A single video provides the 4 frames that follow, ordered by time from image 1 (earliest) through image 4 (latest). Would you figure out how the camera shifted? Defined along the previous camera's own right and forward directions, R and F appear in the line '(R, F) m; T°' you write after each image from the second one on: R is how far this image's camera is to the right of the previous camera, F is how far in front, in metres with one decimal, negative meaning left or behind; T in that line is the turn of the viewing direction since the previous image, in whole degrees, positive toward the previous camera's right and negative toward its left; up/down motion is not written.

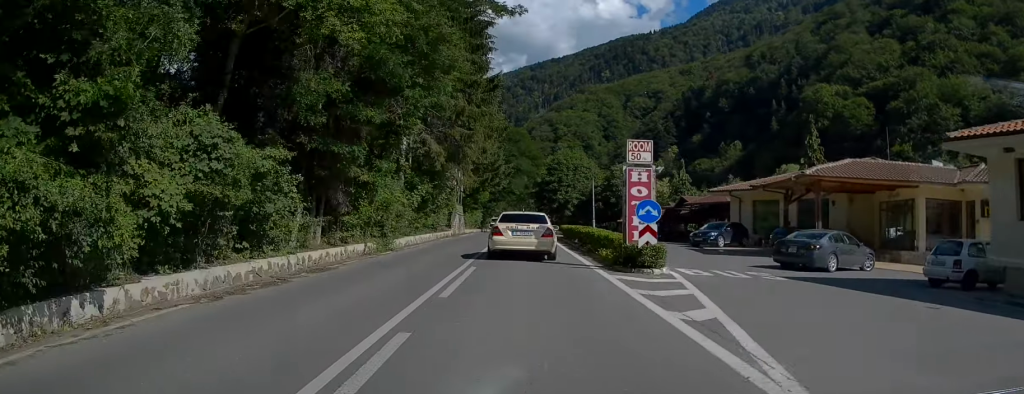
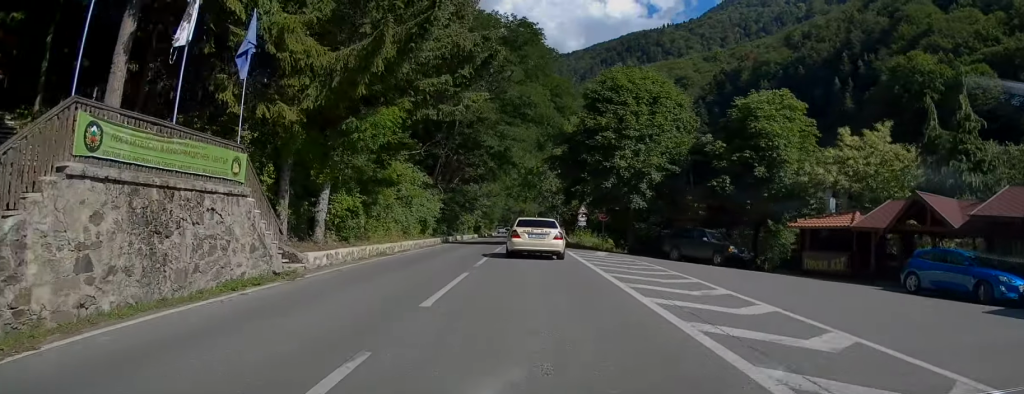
(-0.4, +48.7) m; -2°
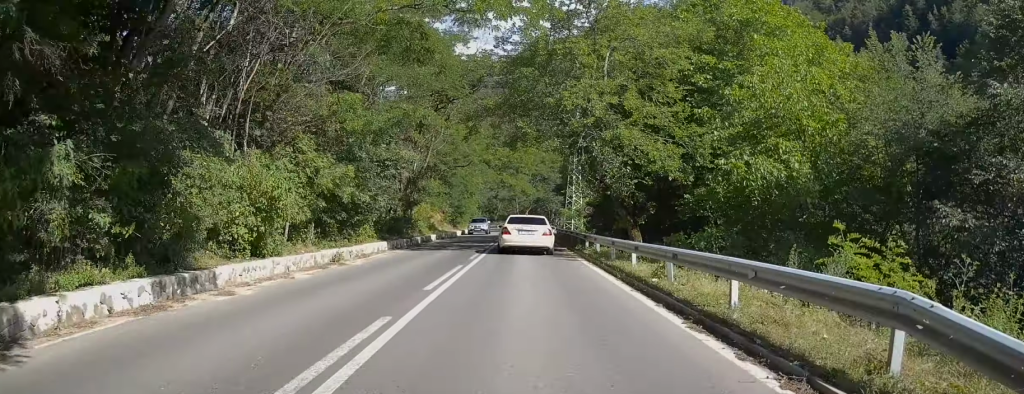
(+0.3, +45.4) m; +1°
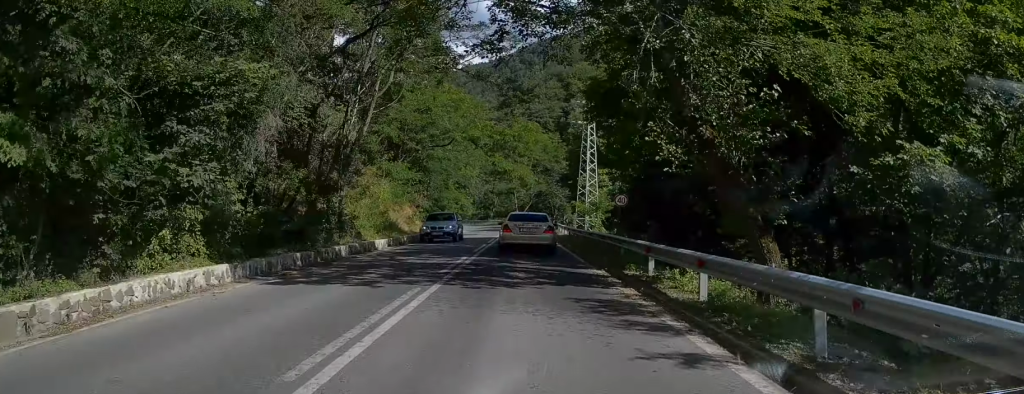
(0.0, +15.0) m; 0°
